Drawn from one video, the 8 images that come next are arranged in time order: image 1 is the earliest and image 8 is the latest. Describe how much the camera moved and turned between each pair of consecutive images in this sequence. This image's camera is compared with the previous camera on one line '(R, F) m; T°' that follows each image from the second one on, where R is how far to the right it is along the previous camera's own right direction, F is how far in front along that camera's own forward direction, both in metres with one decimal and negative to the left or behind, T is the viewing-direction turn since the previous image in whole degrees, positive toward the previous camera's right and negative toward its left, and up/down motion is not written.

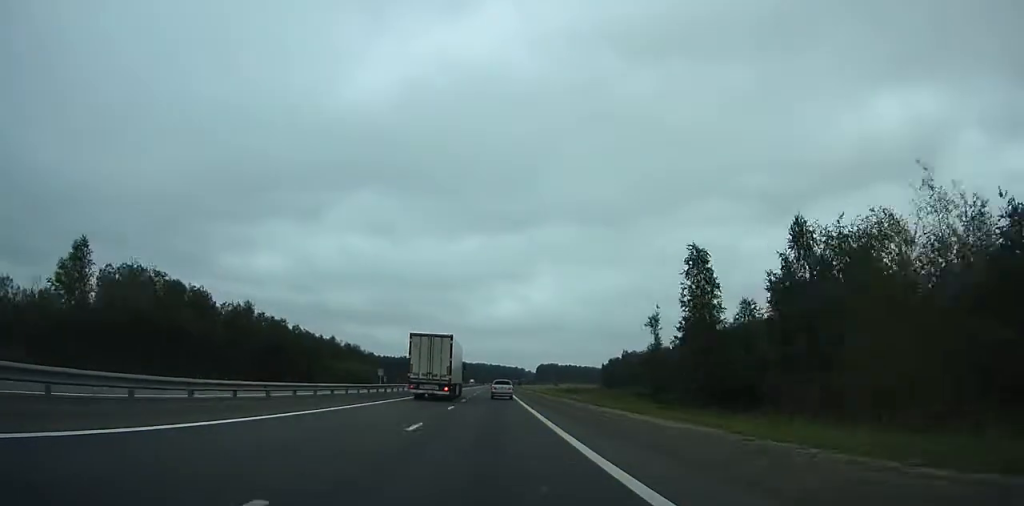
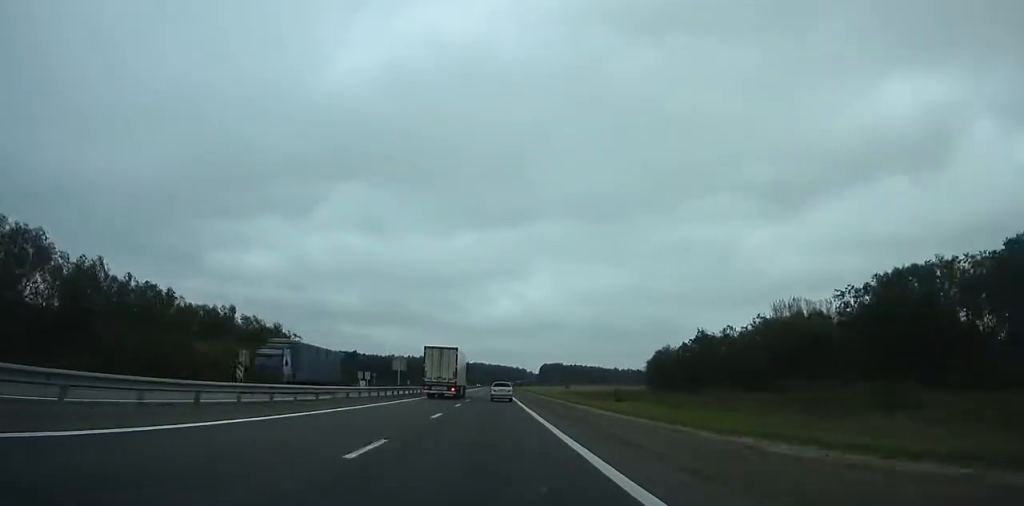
(-0.2, +65.0) m; 0°
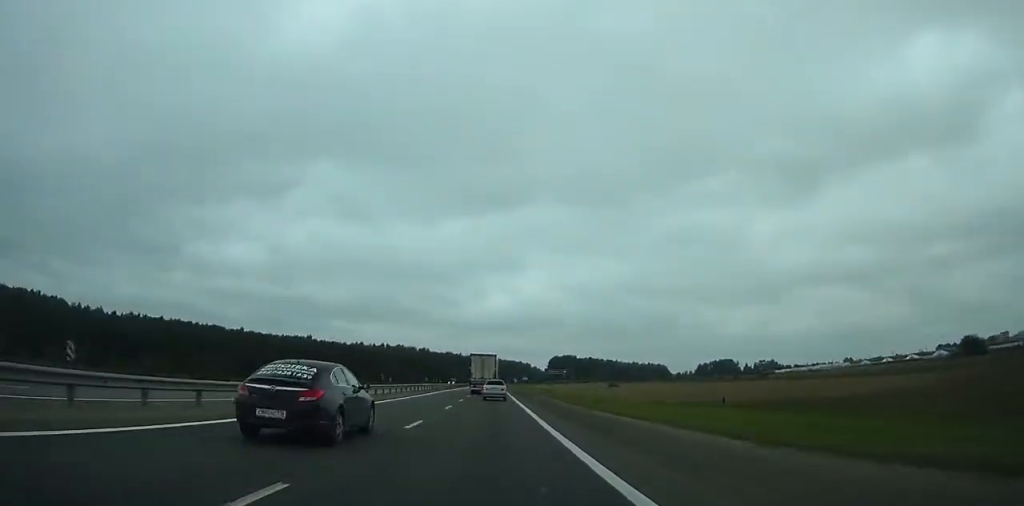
(+0.5, +134.1) m; 0°
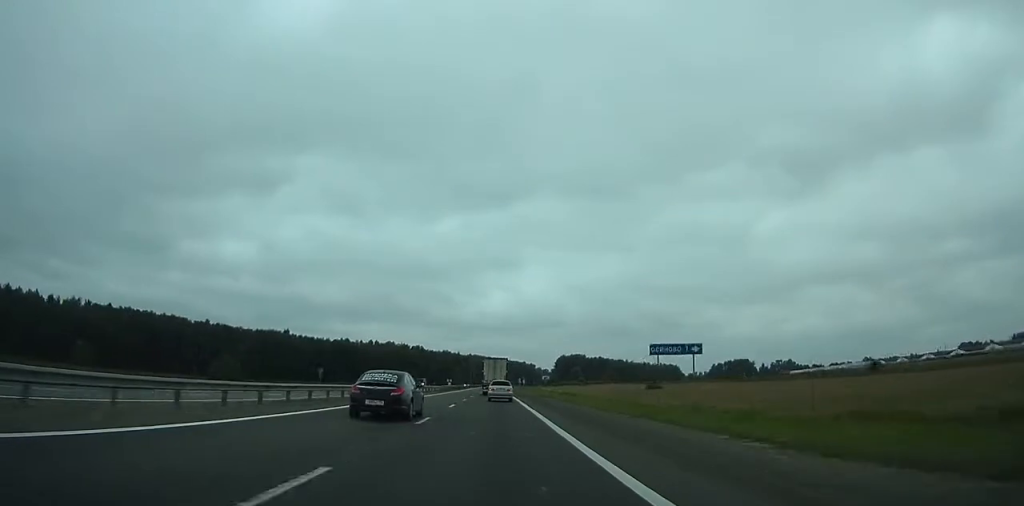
(0.0, +54.2) m; 0°
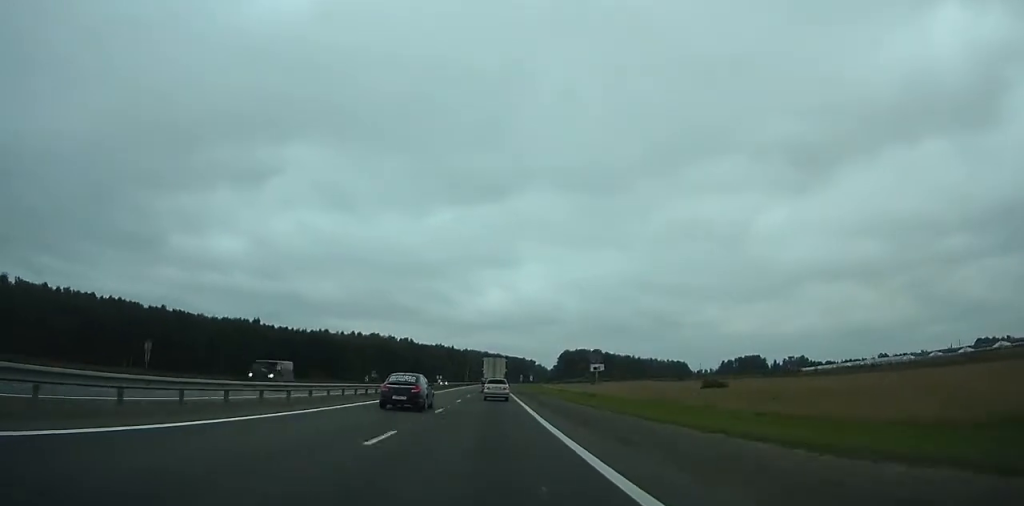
(0.0, +50.4) m; 0°
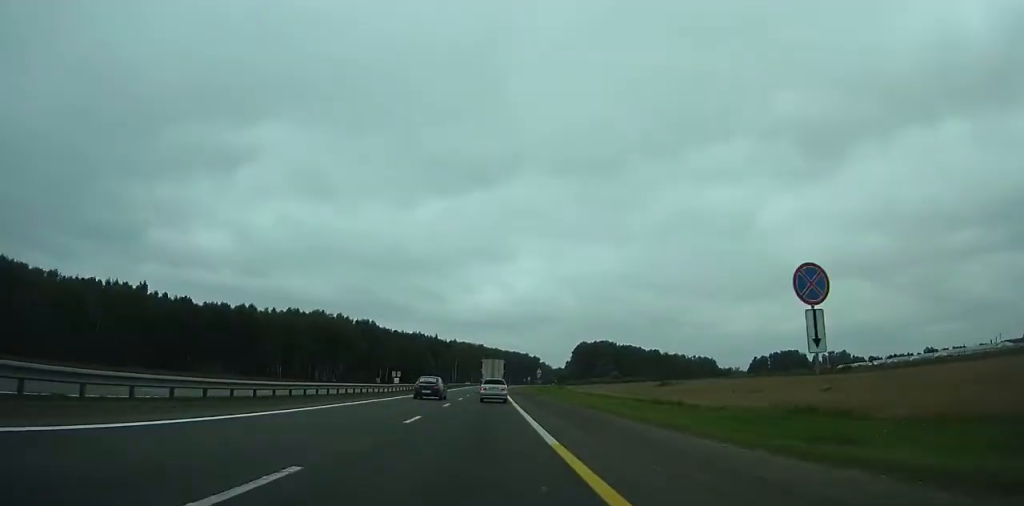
(0.0, +63.6) m; 0°
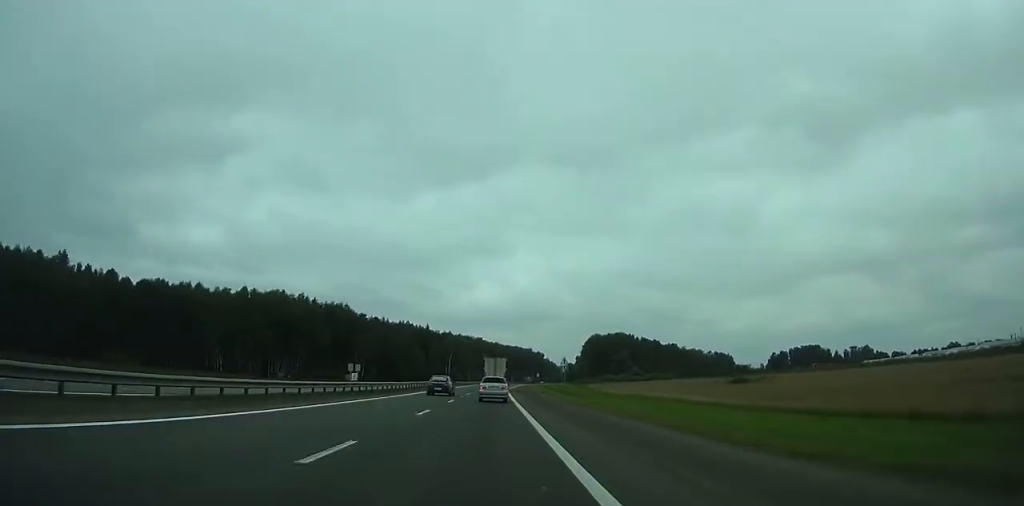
(0.0, +49.1) m; 0°
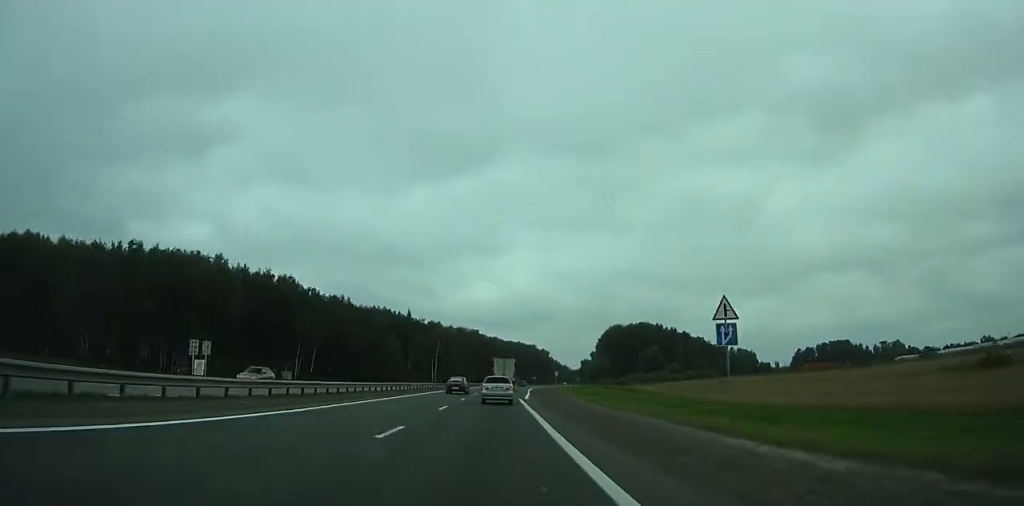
(+0.1, +57.4) m; 0°
